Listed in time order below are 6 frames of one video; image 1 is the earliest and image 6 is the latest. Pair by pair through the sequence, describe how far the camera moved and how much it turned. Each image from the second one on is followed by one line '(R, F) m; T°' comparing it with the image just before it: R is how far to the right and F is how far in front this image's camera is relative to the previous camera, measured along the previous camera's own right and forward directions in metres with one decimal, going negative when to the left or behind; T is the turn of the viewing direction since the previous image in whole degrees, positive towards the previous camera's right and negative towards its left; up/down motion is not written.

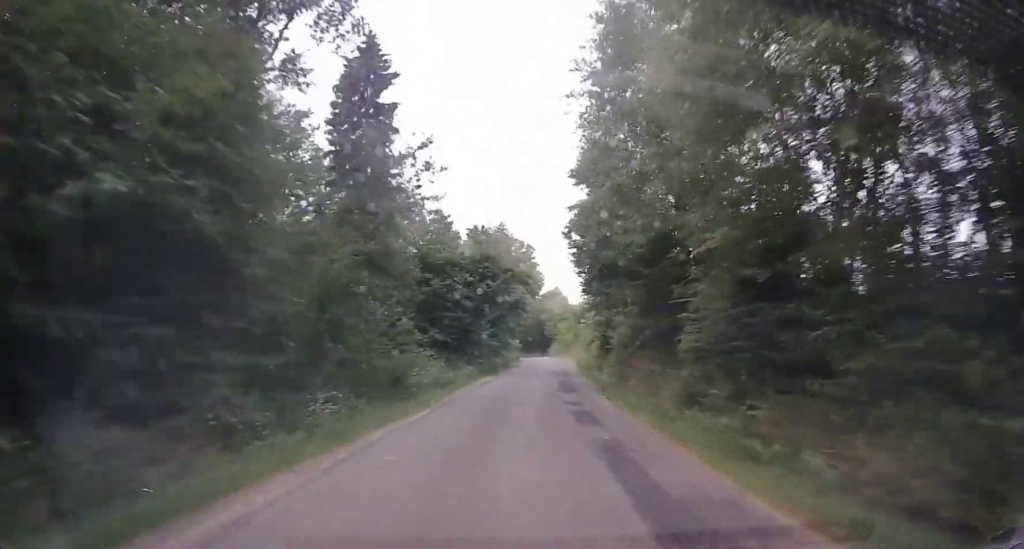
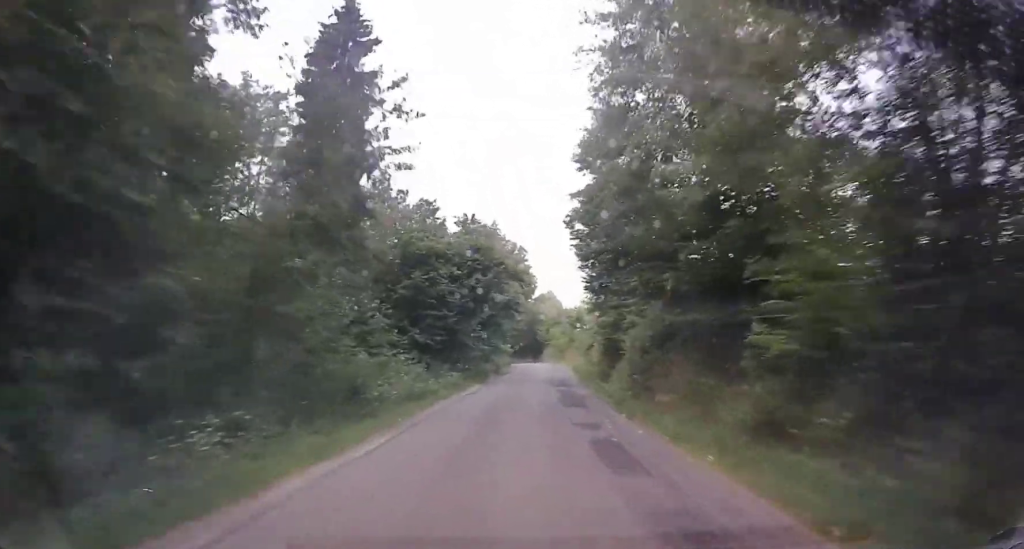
(+0.3, +4.4) m; +2°
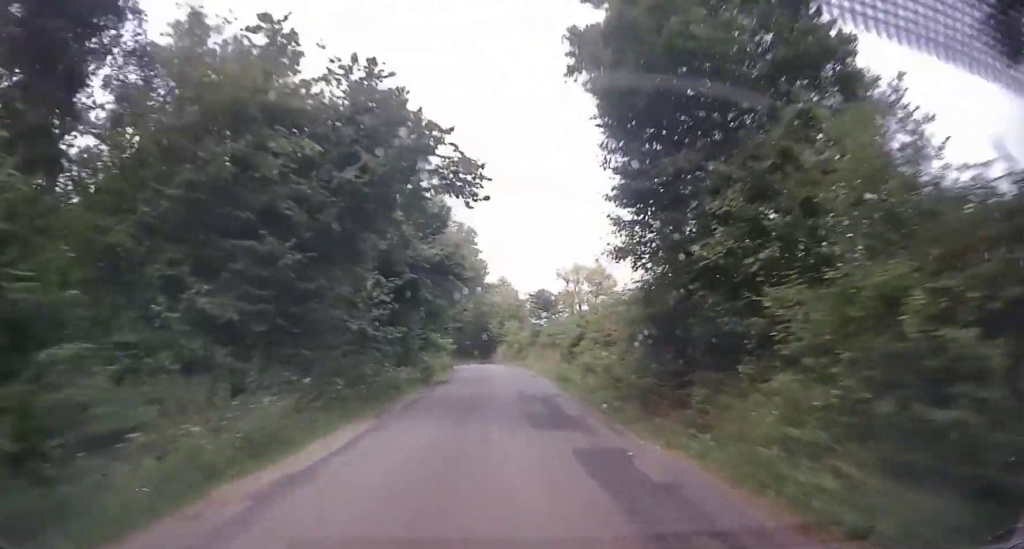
(+1.0, +18.7) m; +7°
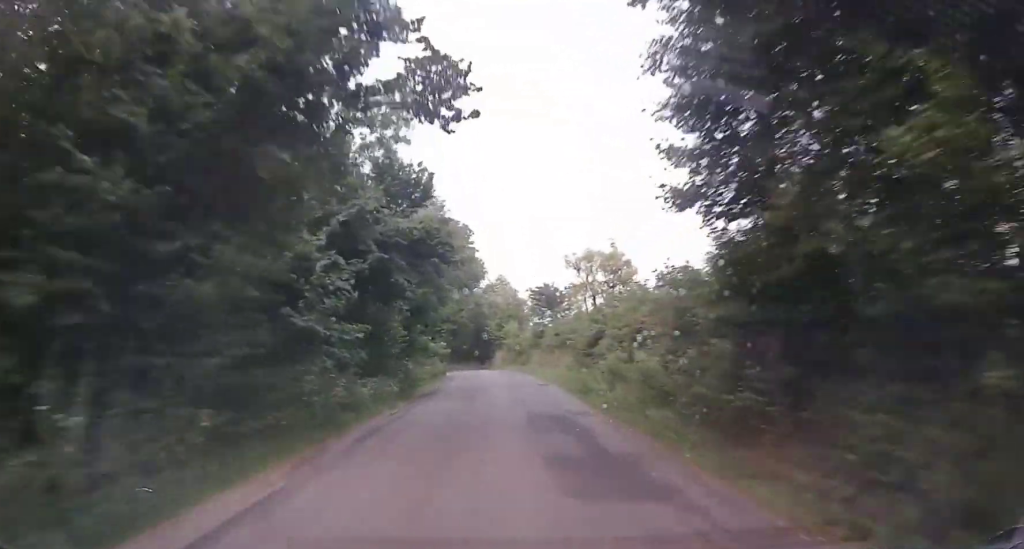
(+0.3, +6.0) m; +1°
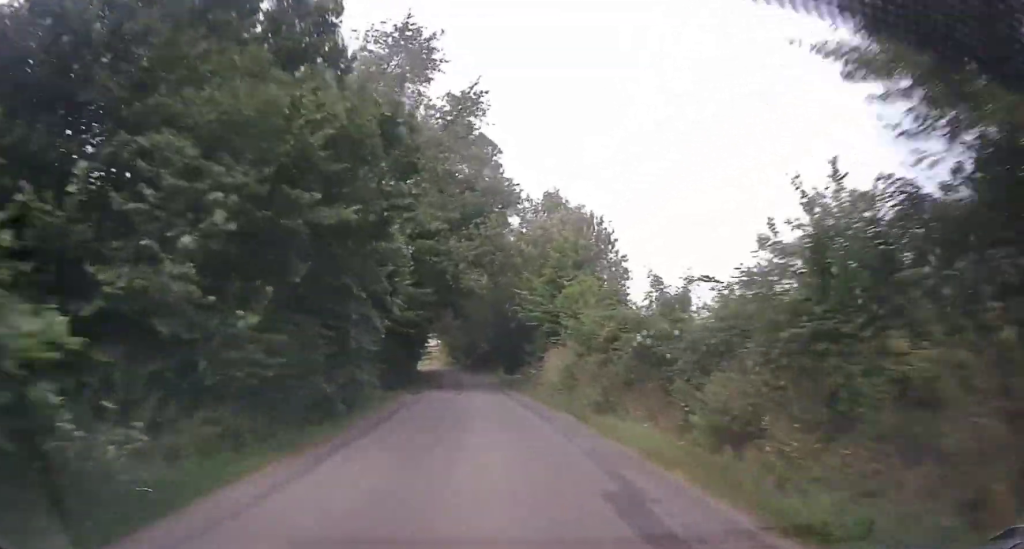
(-2.4, +46.6) m; -8°
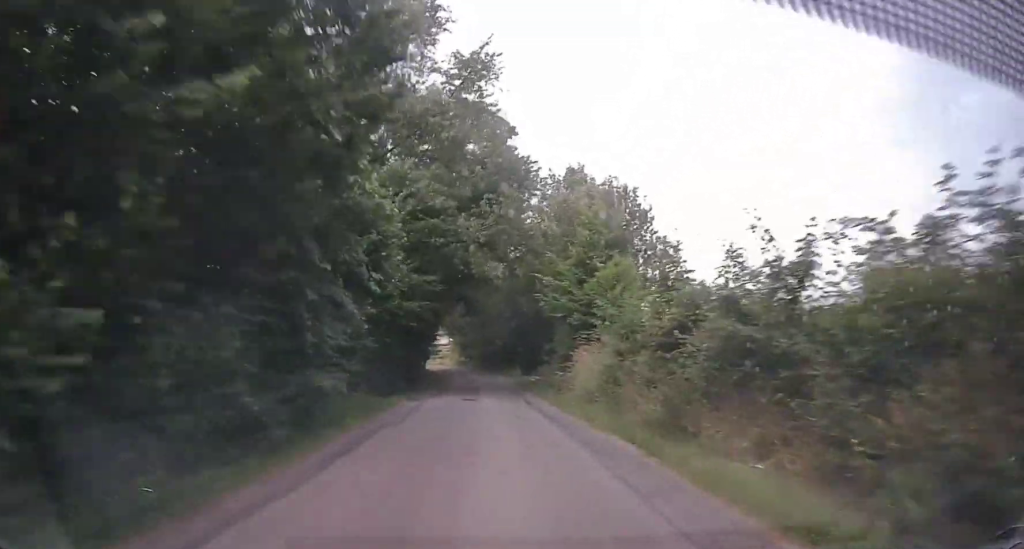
(-0.2, +5.9) m; -2°
